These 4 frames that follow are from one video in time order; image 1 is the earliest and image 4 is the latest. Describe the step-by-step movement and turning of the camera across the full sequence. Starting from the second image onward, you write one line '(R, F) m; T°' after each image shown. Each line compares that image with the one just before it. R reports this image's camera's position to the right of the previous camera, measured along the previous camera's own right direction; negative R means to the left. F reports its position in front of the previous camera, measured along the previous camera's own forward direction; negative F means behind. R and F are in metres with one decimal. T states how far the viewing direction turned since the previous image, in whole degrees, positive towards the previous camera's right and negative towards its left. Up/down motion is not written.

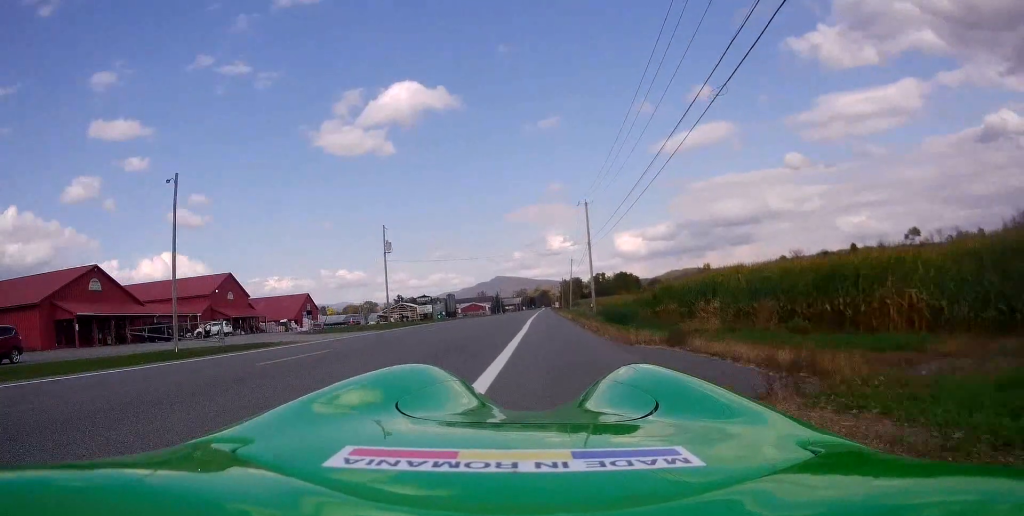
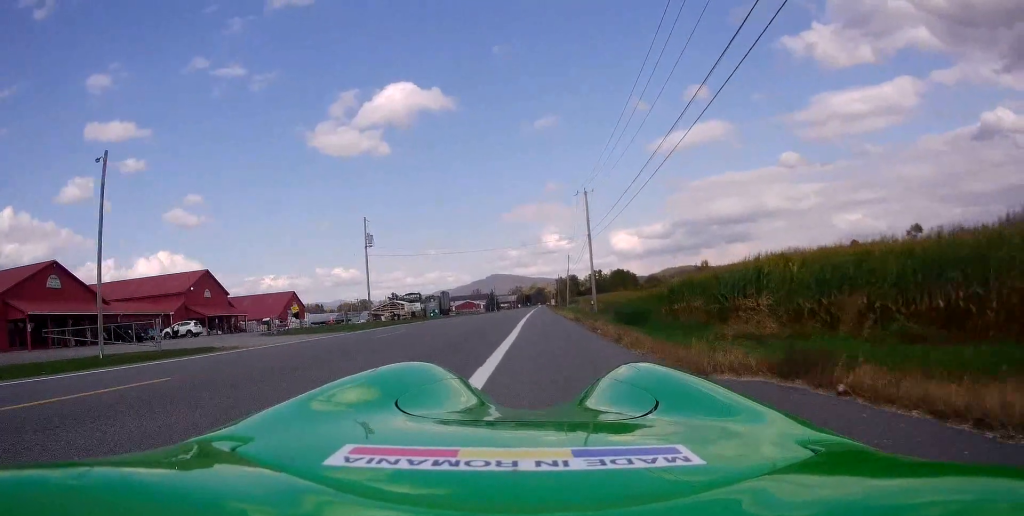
(0.0, +5.4) m; 0°
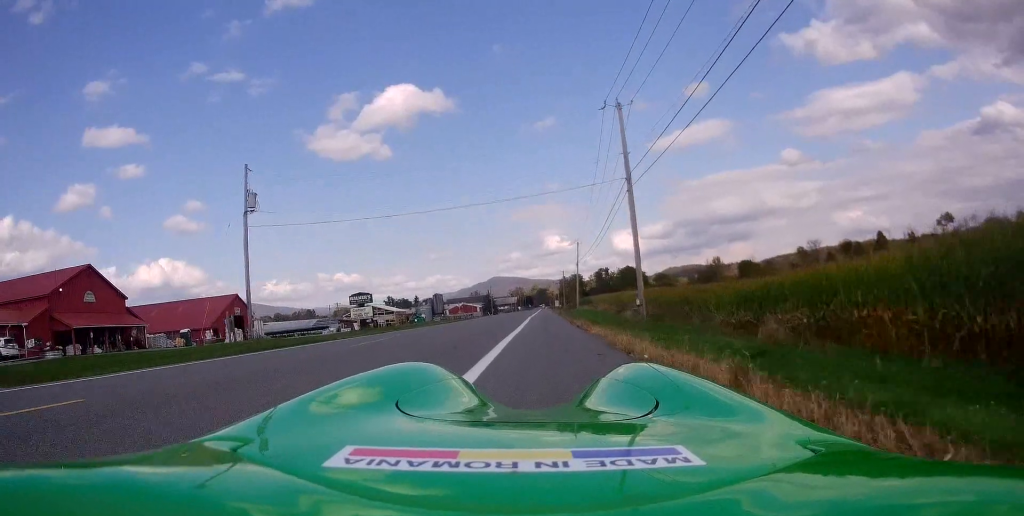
(0.0, +25.4) m; 0°
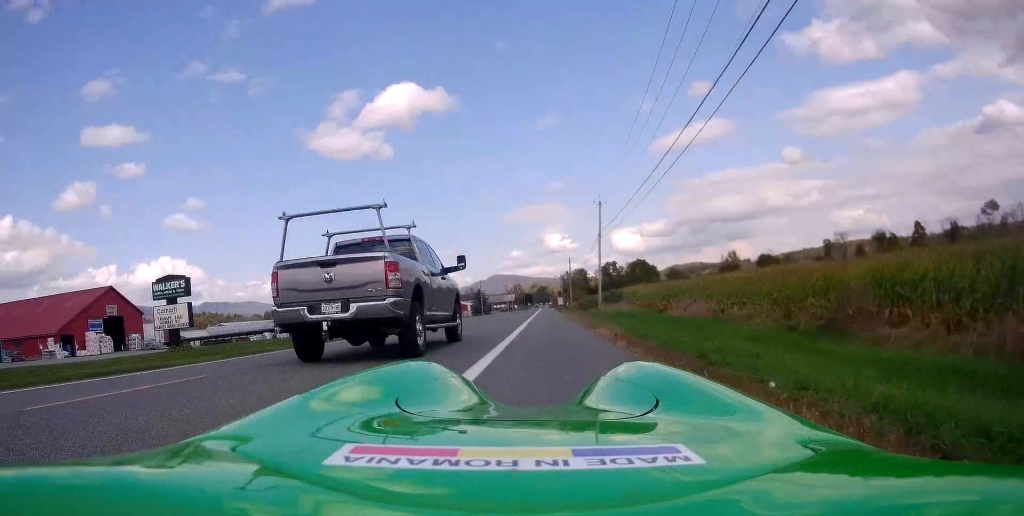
(+0.1, +33.3) m; 0°
